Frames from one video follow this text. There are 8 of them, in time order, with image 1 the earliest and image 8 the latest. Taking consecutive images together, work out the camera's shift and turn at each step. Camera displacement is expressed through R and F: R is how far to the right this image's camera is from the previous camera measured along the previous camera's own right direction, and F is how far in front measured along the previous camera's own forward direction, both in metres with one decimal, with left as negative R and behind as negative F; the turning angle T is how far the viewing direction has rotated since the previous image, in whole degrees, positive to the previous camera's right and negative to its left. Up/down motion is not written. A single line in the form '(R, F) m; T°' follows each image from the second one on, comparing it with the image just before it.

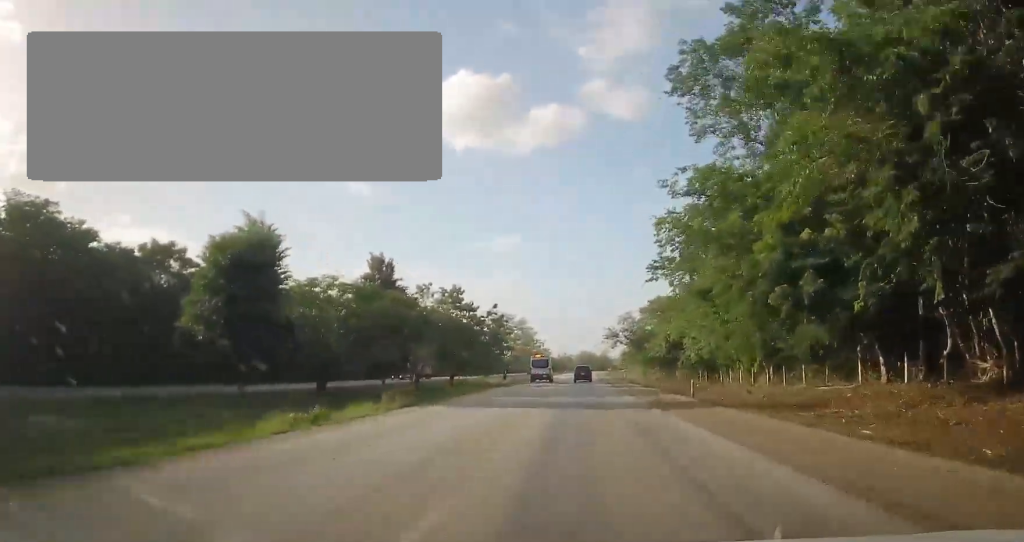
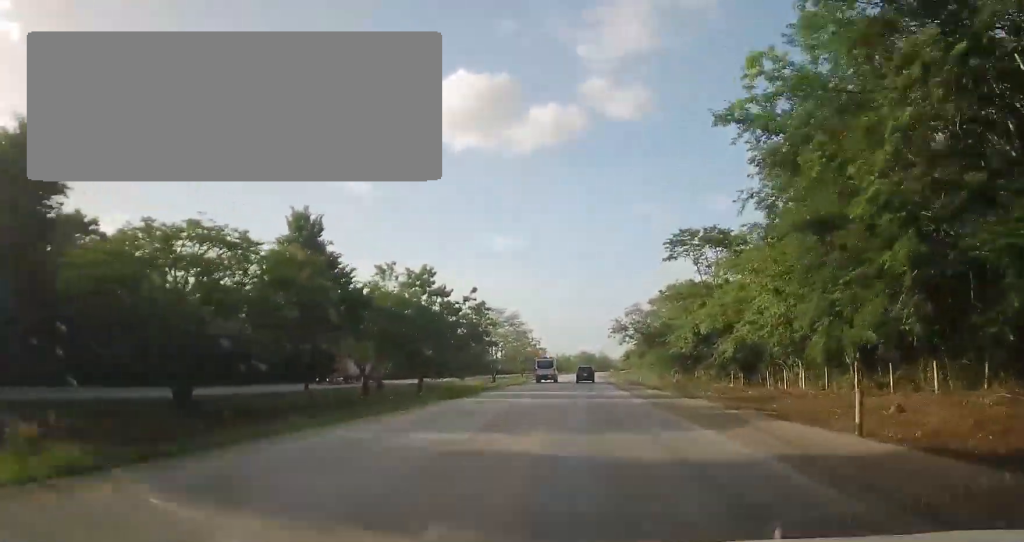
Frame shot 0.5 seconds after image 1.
(0.0, +15.7) m; 0°
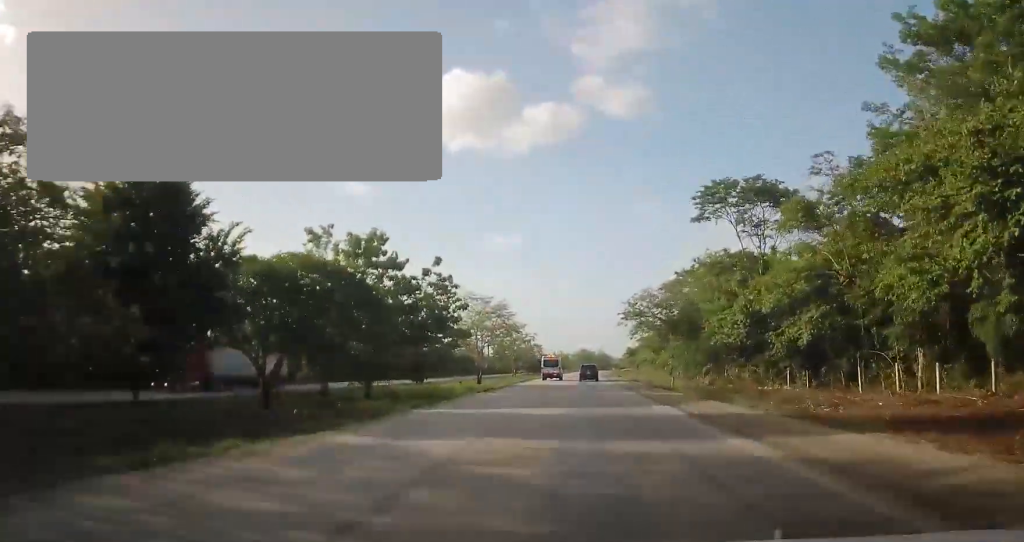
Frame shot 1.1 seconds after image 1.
(0.0, +16.1) m; +1°
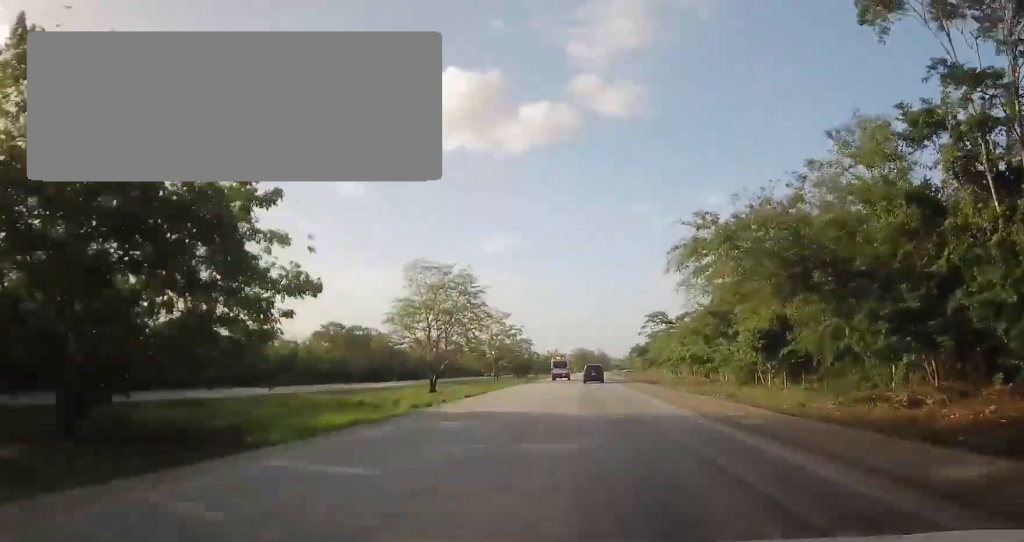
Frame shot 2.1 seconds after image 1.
(+0.3, +30.2) m; +1°
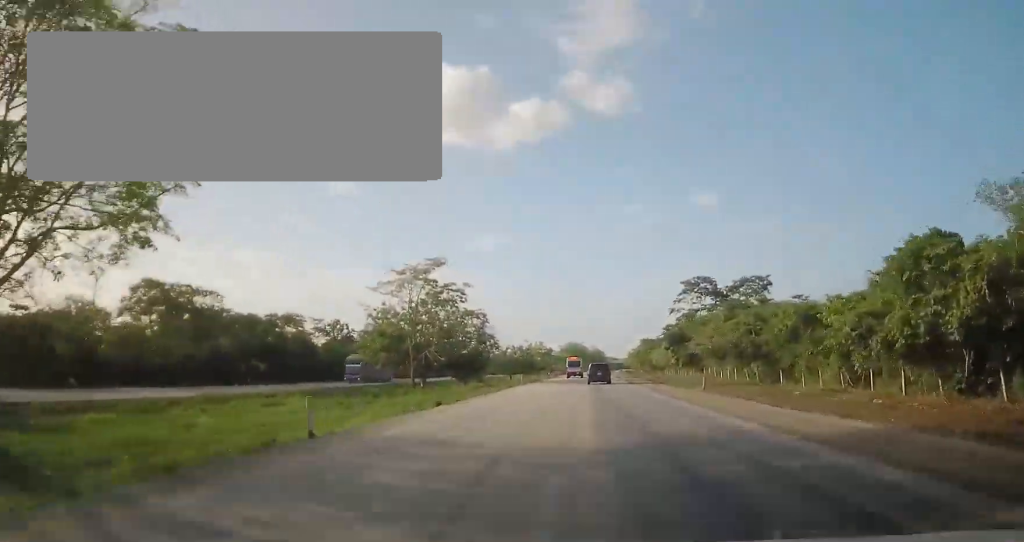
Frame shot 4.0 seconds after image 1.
(-0.2, +53.5) m; 0°
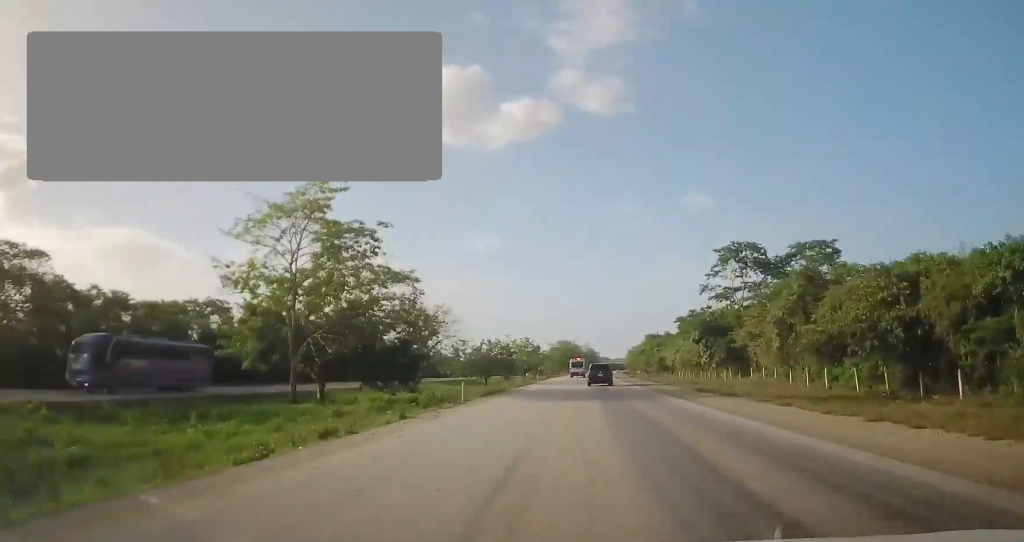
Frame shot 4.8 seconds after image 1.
(+0.1, +25.3) m; +1°
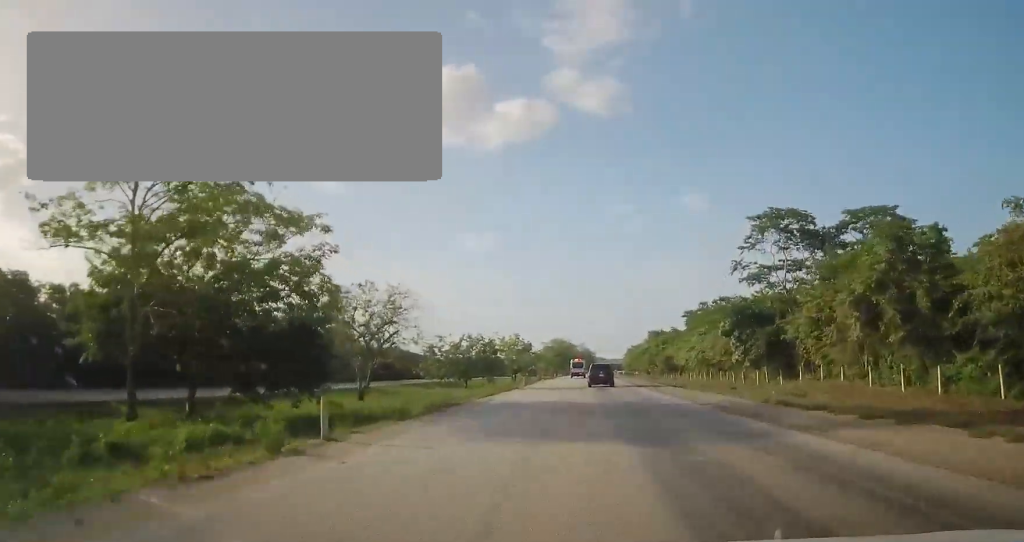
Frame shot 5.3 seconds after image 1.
(+0.3, +14.1) m; +1°
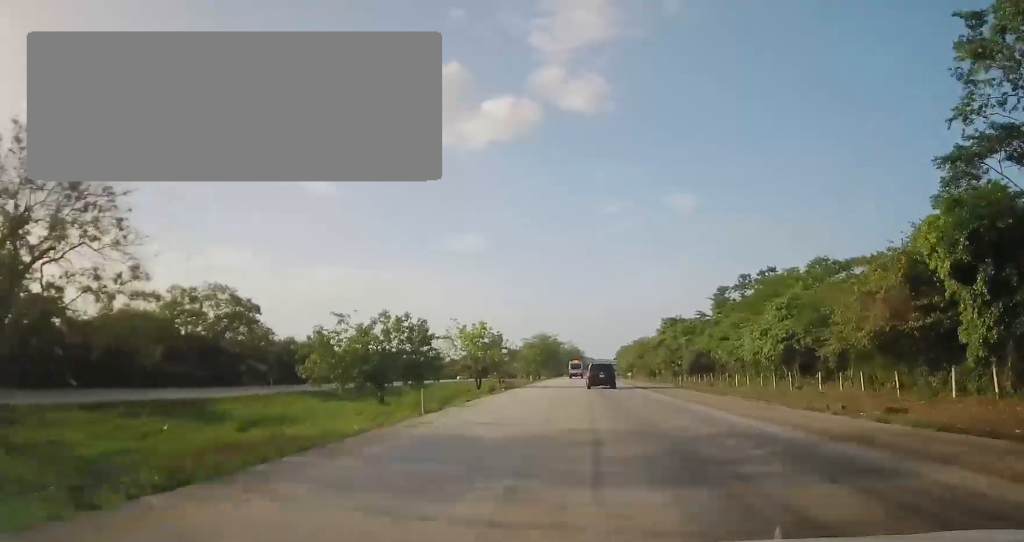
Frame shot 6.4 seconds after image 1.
(+0.1, +32.7) m; +1°
